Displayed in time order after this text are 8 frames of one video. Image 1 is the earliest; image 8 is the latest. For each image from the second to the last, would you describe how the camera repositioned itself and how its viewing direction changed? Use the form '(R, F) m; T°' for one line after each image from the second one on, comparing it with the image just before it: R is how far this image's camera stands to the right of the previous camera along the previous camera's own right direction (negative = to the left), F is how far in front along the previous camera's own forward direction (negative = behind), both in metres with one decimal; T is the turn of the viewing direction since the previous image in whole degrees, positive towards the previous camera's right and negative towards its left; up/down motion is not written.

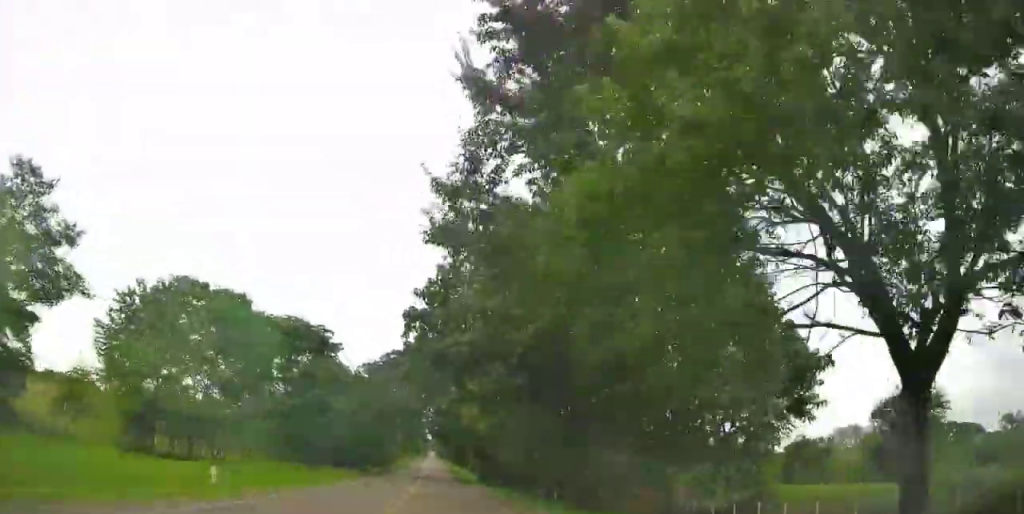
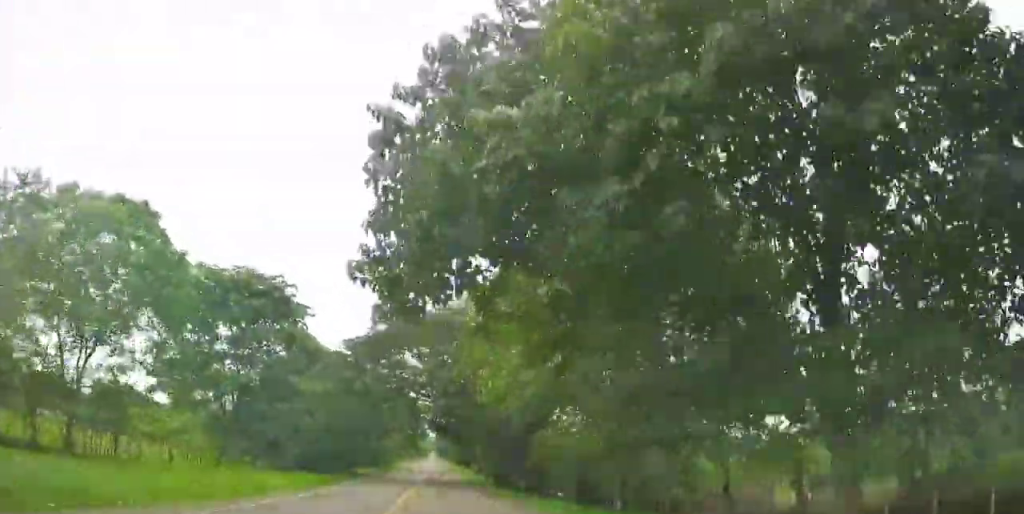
(0.0, +13.0) m; 0°
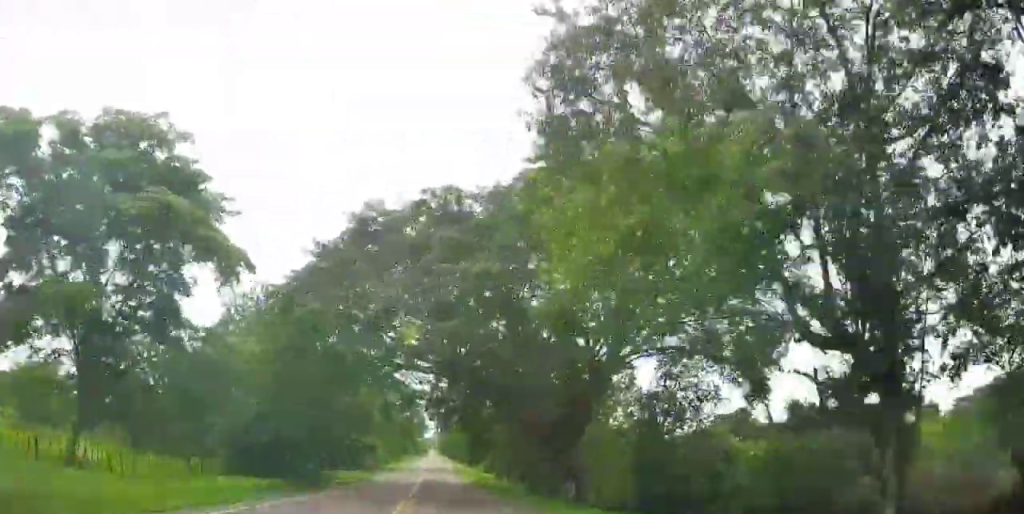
(0.0, +17.1) m; 0°
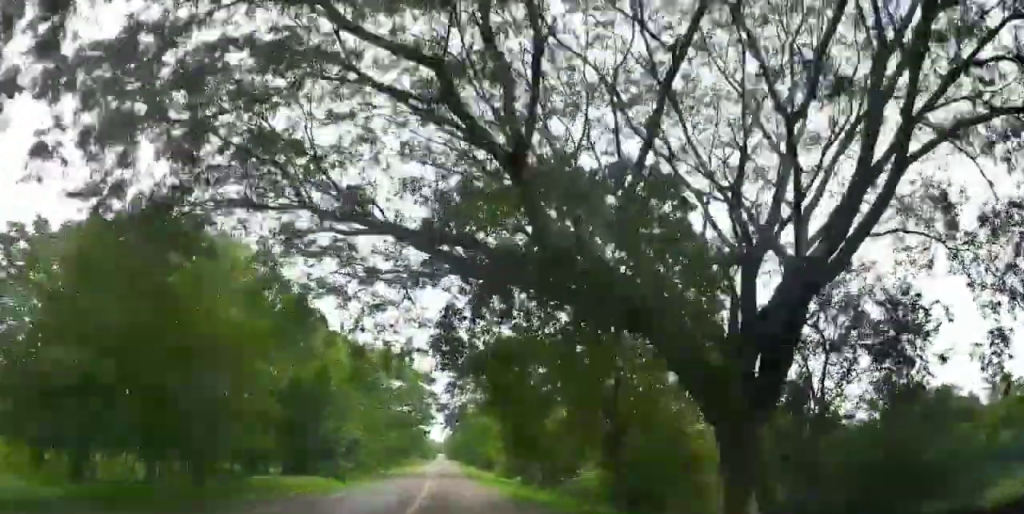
(0.0, +21.3) m; 0°
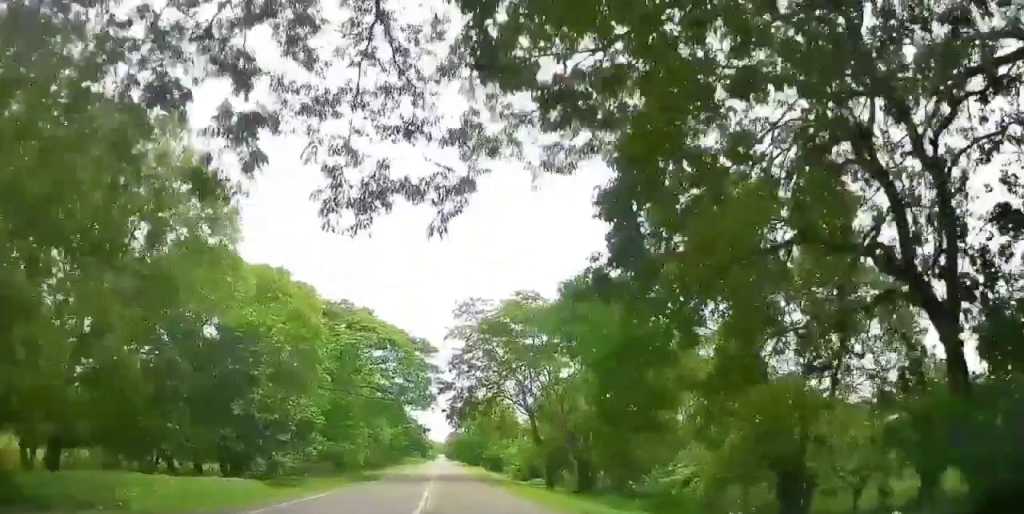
(0.0, +17.4) m; +1°
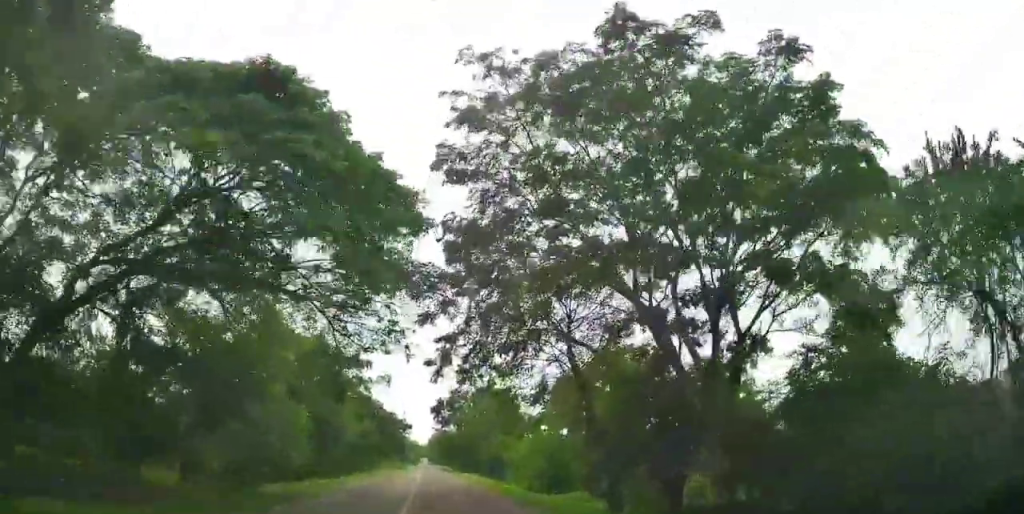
(+0.5, +25.8) m; 0°
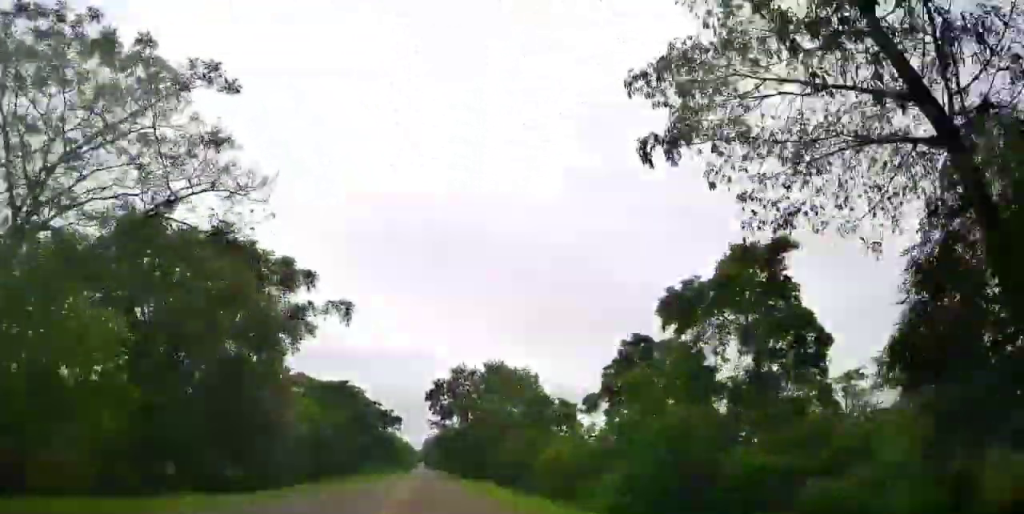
(-0.8, +26.3) m; -2°
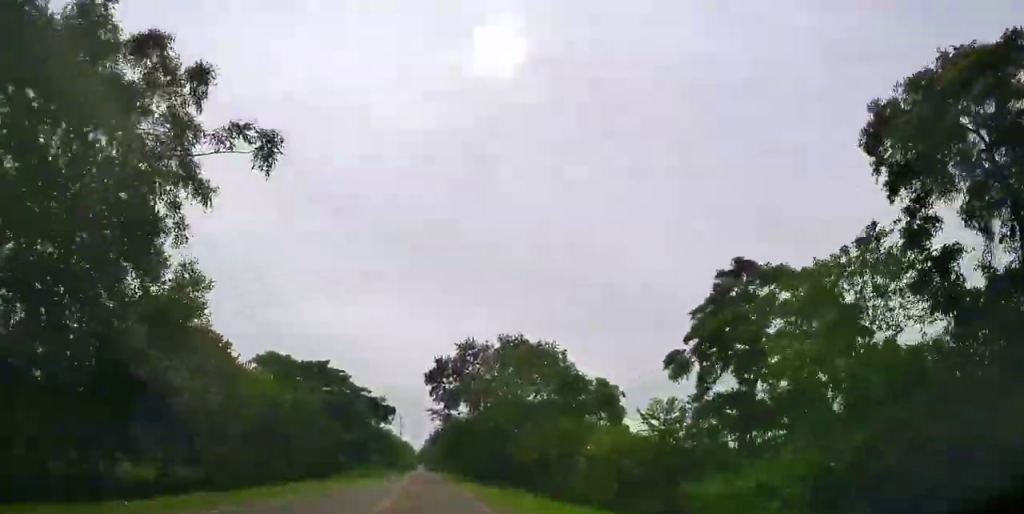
(0.0, +16.7) m; +1°
